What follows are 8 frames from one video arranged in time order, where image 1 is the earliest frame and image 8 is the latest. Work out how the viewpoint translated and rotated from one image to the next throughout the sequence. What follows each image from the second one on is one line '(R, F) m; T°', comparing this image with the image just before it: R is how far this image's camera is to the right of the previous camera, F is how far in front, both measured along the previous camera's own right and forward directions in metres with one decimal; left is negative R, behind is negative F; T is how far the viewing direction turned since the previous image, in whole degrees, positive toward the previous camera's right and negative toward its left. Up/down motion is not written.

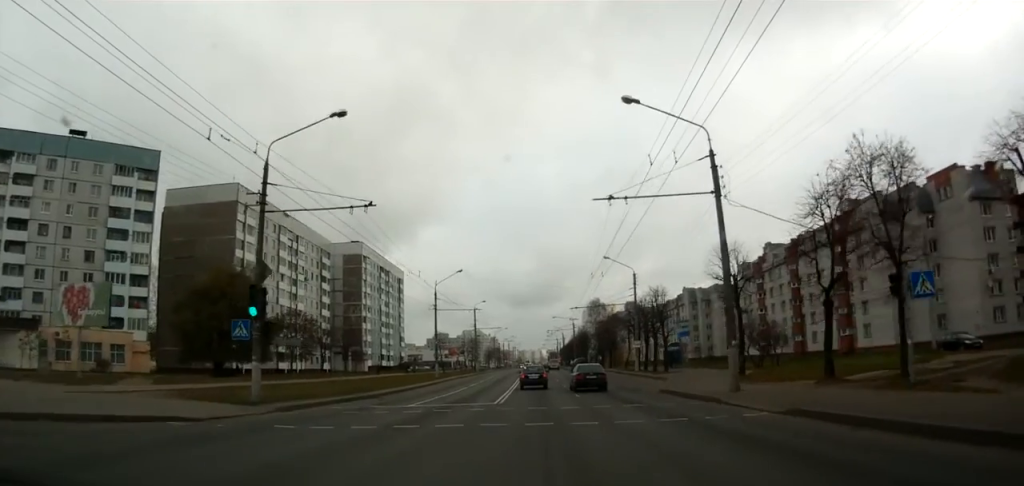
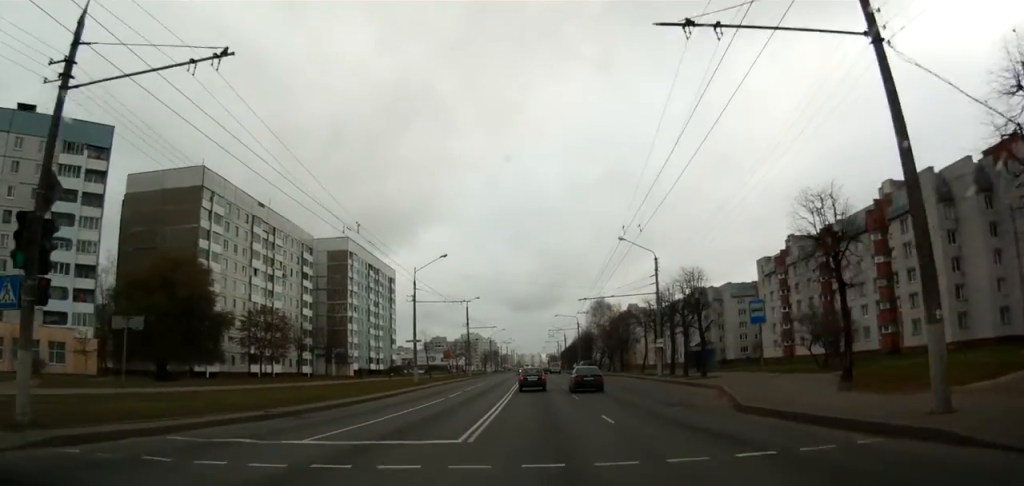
(+0.3, +10.9) m; 0°
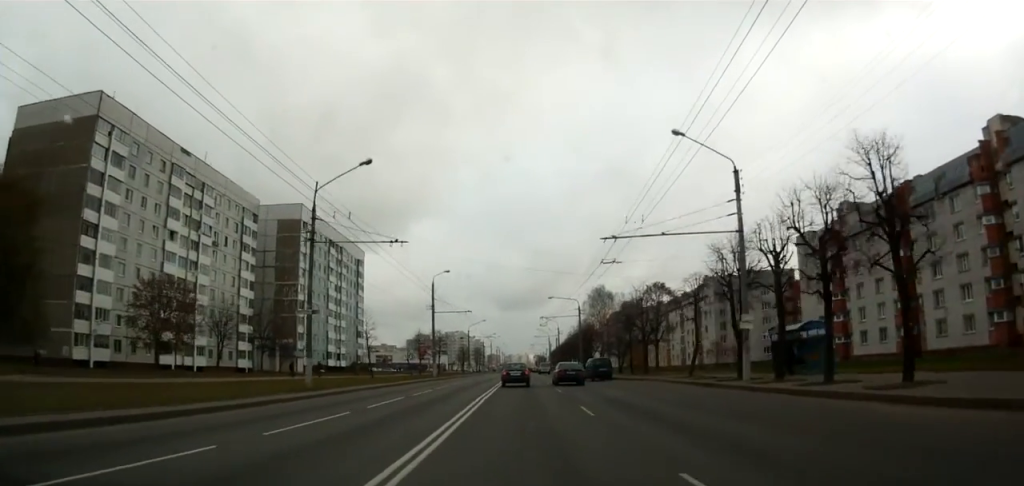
(-0.5, +22.4) m; 0°
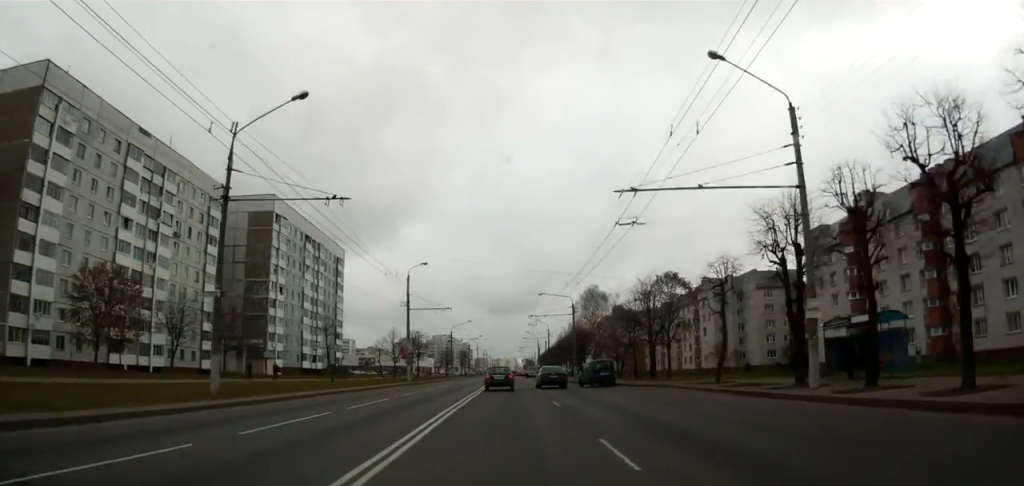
(+0.1, +8.3) m; +1°
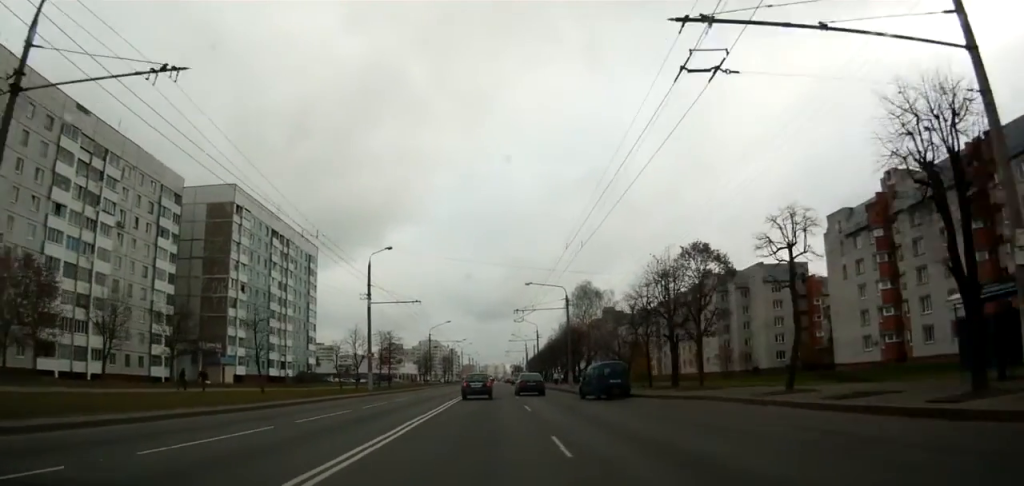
(+0.4, +9.7) m; 0°
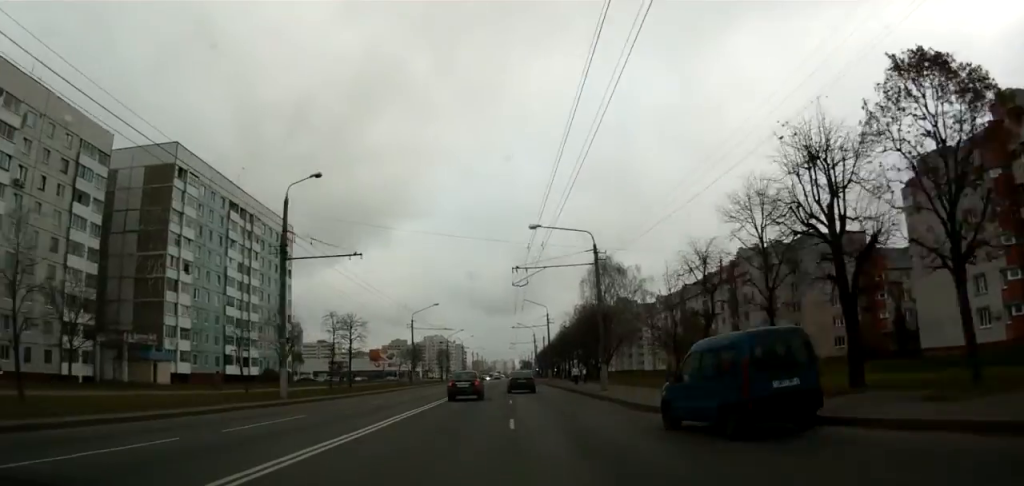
(-0.4, +19.1) m; -2°
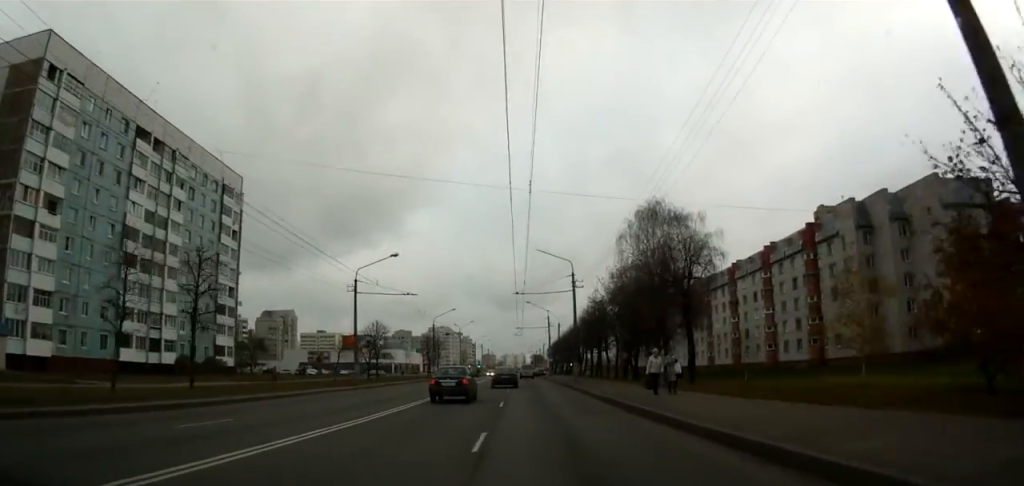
(-0.3, +28.2) m; 0°
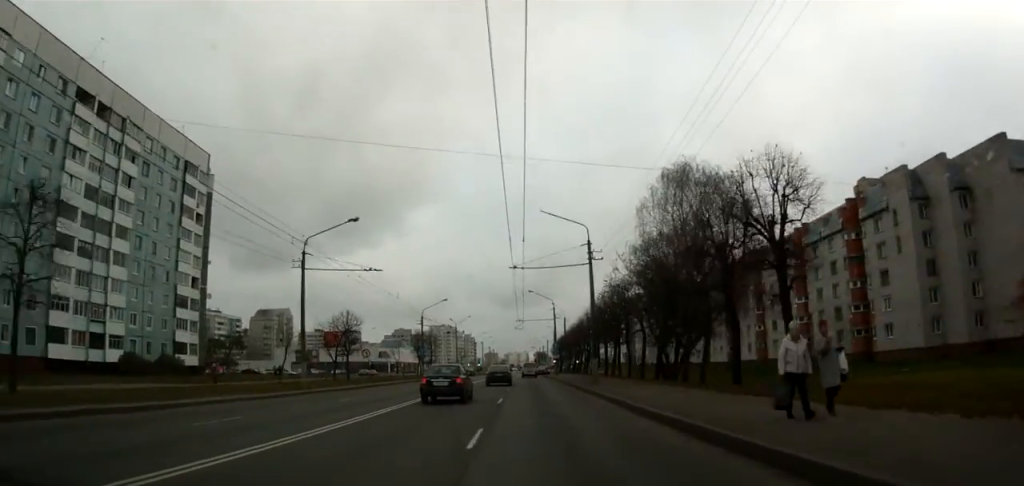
(+0.2, +11.6) m; 0°
